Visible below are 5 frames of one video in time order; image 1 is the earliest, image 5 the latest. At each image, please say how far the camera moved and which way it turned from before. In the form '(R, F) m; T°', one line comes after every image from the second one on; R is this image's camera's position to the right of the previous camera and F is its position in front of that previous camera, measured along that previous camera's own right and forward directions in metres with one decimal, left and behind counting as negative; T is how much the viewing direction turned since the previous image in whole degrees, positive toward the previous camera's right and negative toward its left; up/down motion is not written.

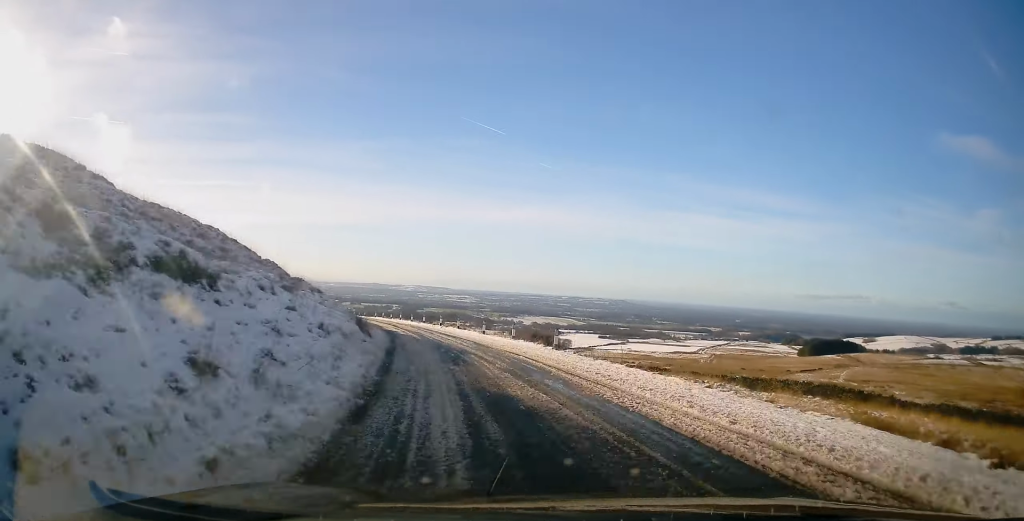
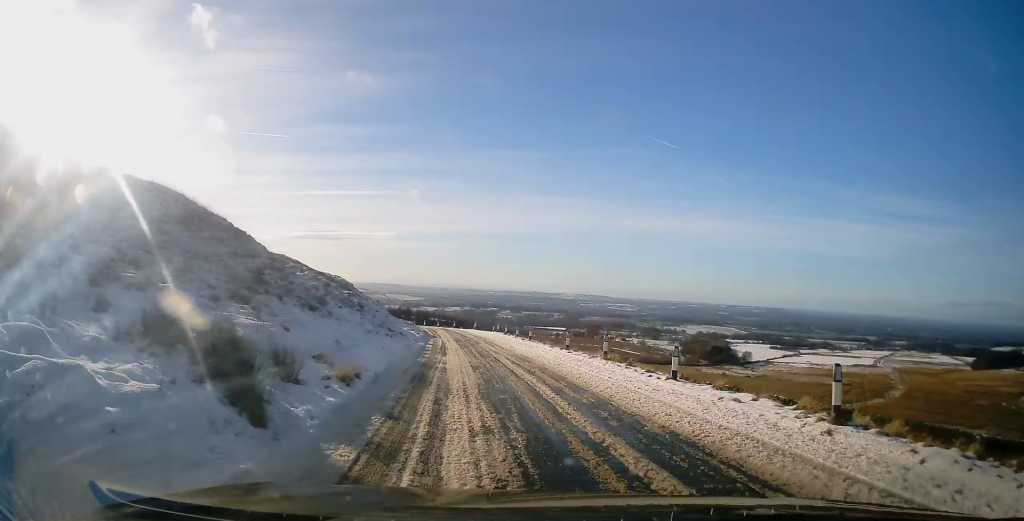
(-6.2, +58.1) m; -11°
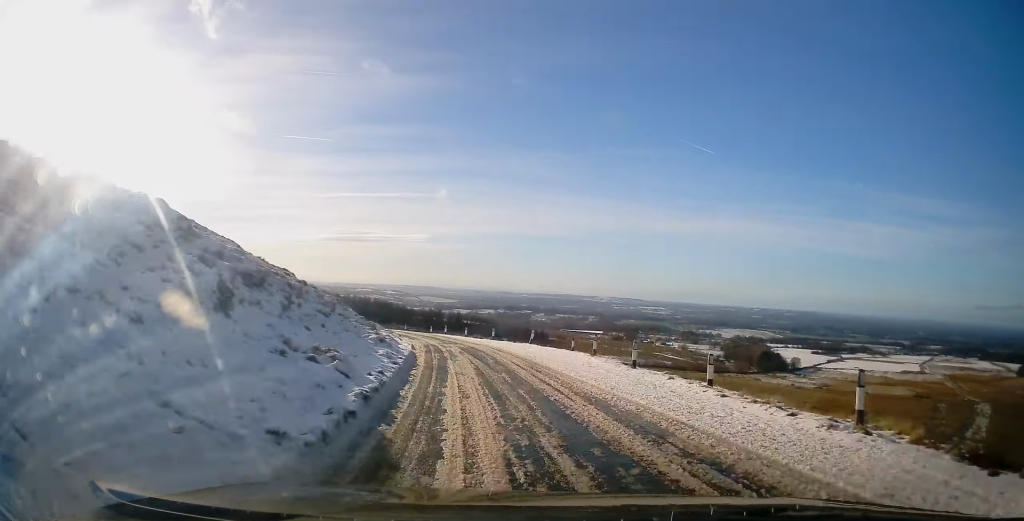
(-1.3, +27.4) m; -6°
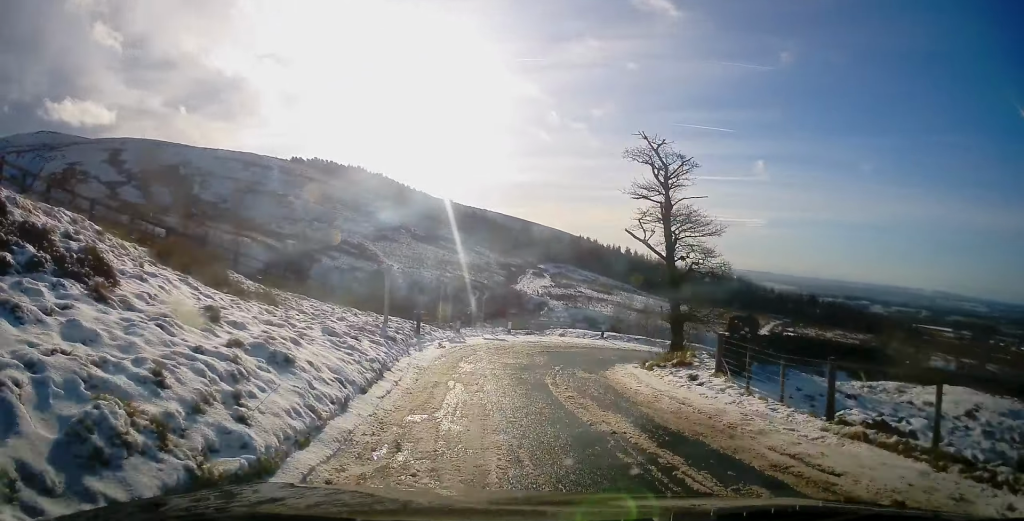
(-23.3, +88.0) m; -15°
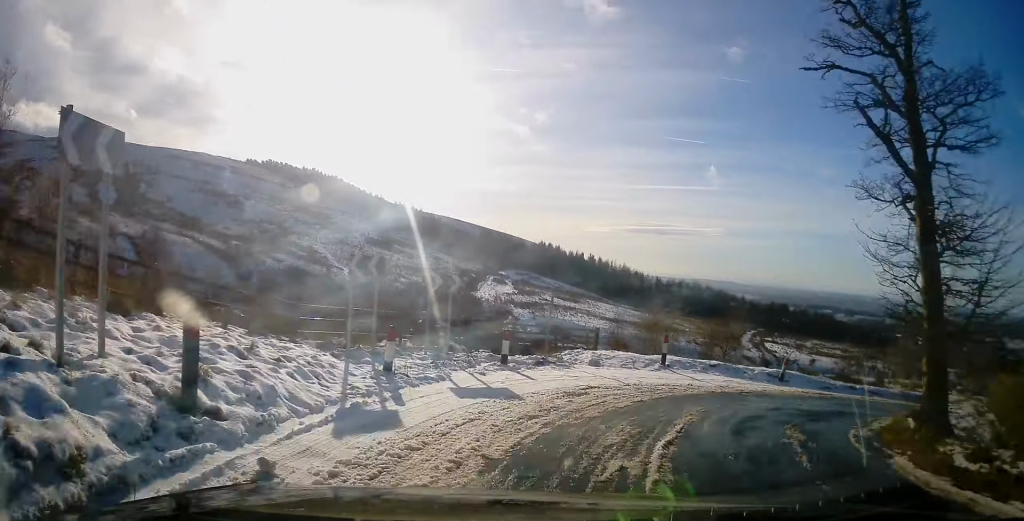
(+3.1, +16.6) m; +29°
